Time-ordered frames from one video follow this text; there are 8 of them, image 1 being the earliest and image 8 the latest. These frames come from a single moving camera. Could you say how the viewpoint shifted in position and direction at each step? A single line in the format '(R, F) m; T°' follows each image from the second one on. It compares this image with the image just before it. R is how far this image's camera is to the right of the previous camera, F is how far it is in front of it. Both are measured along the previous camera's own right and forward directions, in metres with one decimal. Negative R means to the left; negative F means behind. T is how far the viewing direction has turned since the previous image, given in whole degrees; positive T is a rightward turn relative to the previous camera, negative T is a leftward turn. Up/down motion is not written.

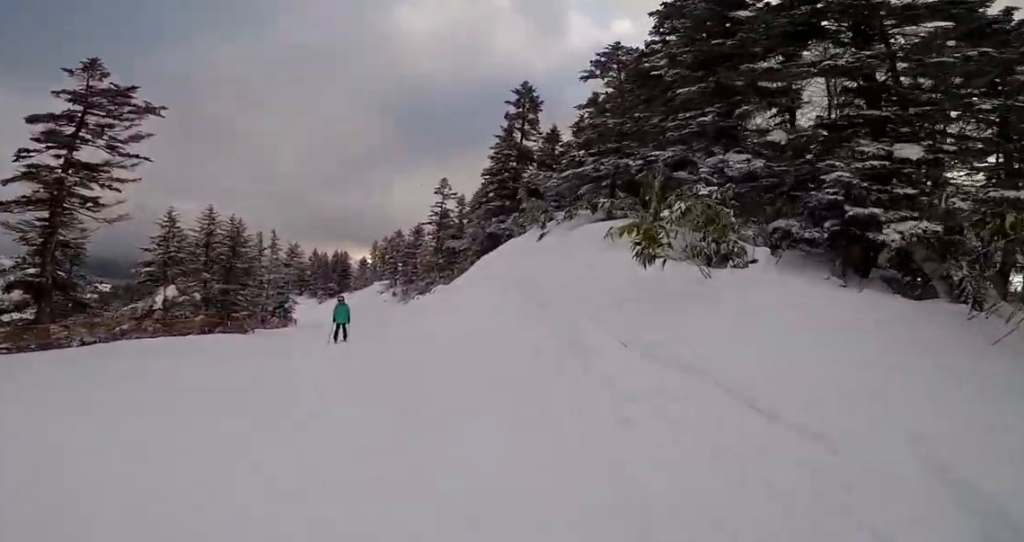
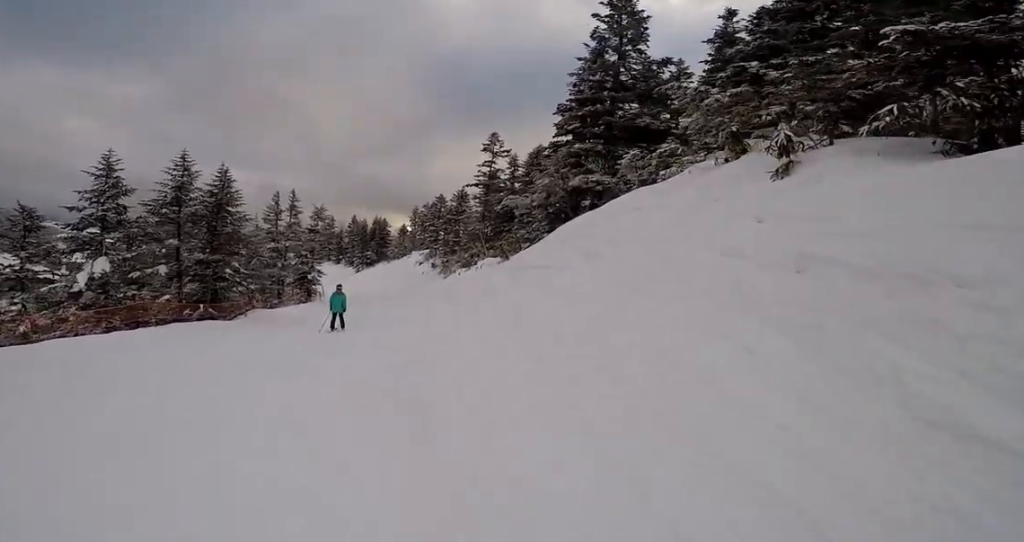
(+0.1, +6.8) m; -11°
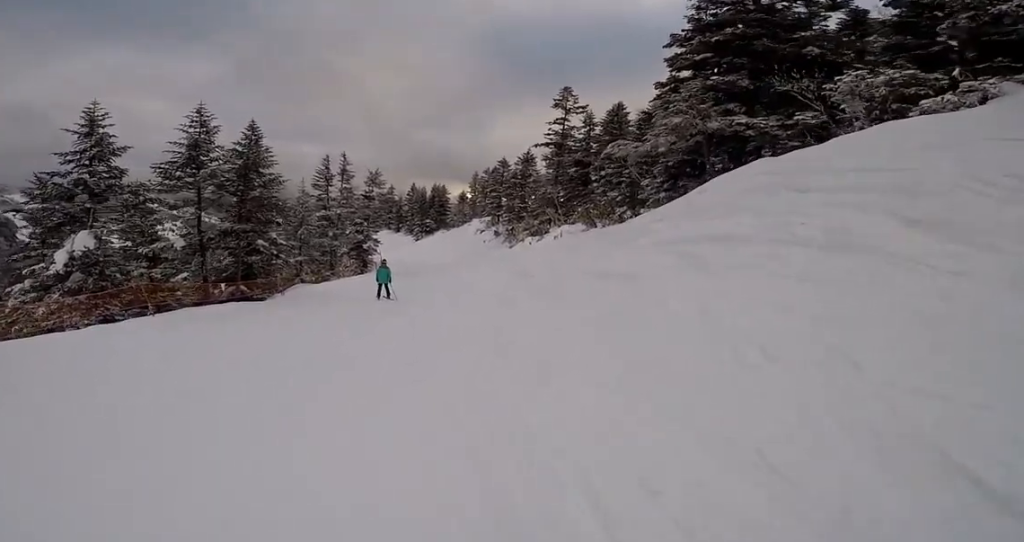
(-1.2, +4.7) m; -12°
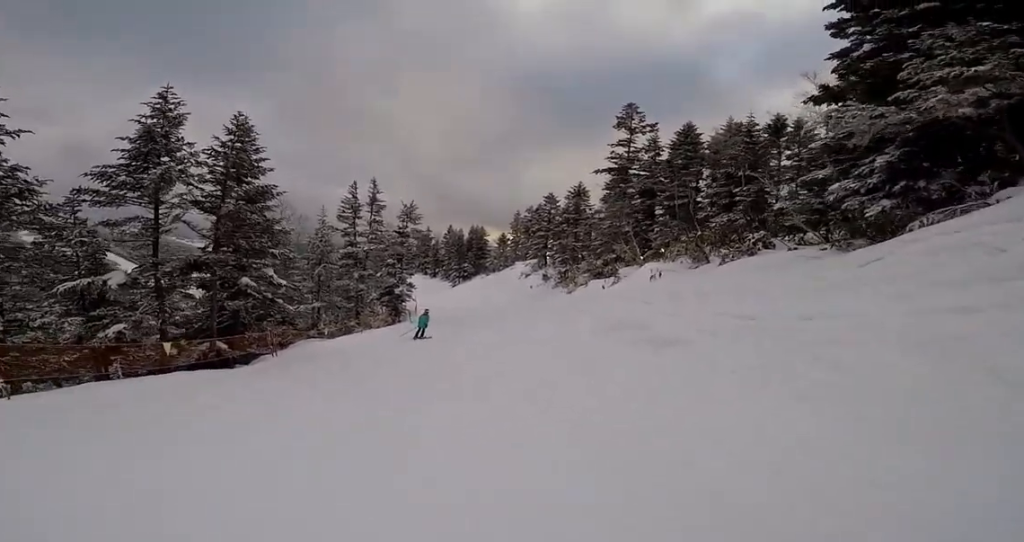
(+1.1, +5.8) m; +20°
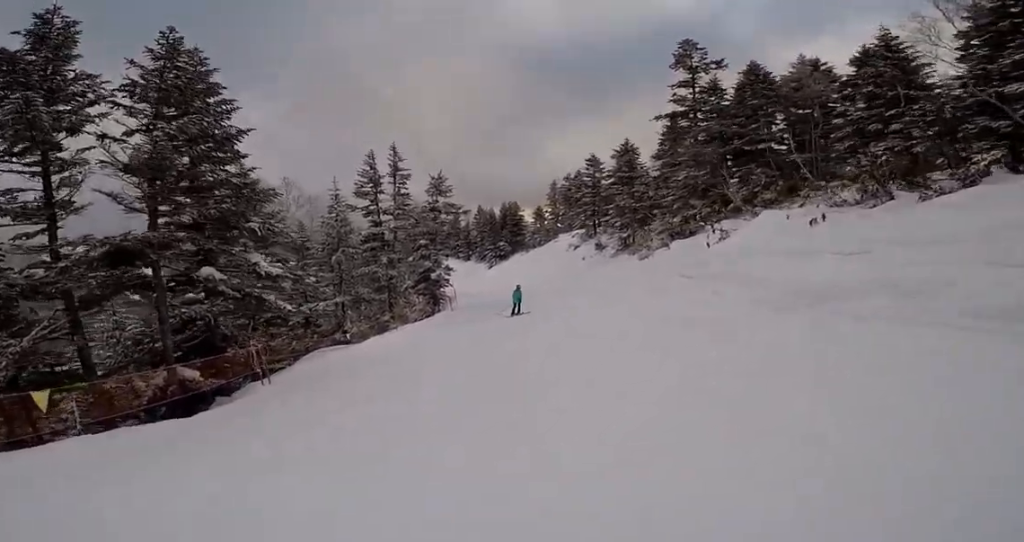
(+0.3, +4.6) m; +2°
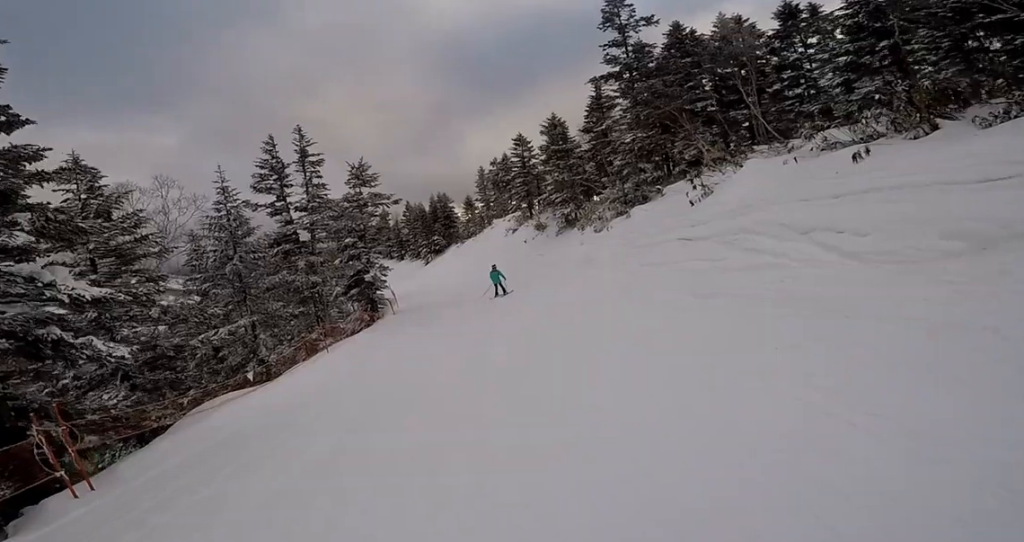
(-0.7, +3.8) m; -1°
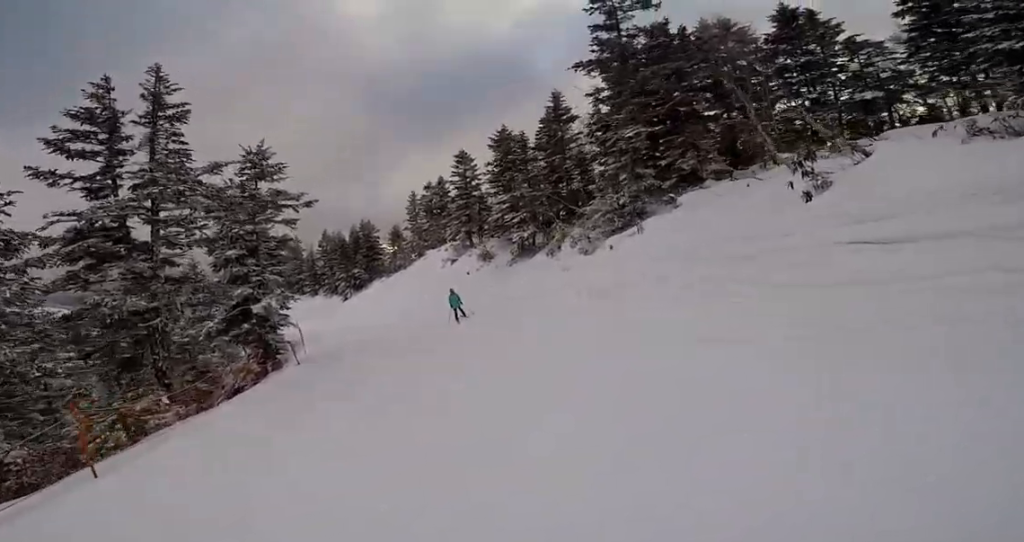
(+1.3, +6.7) m; +10°
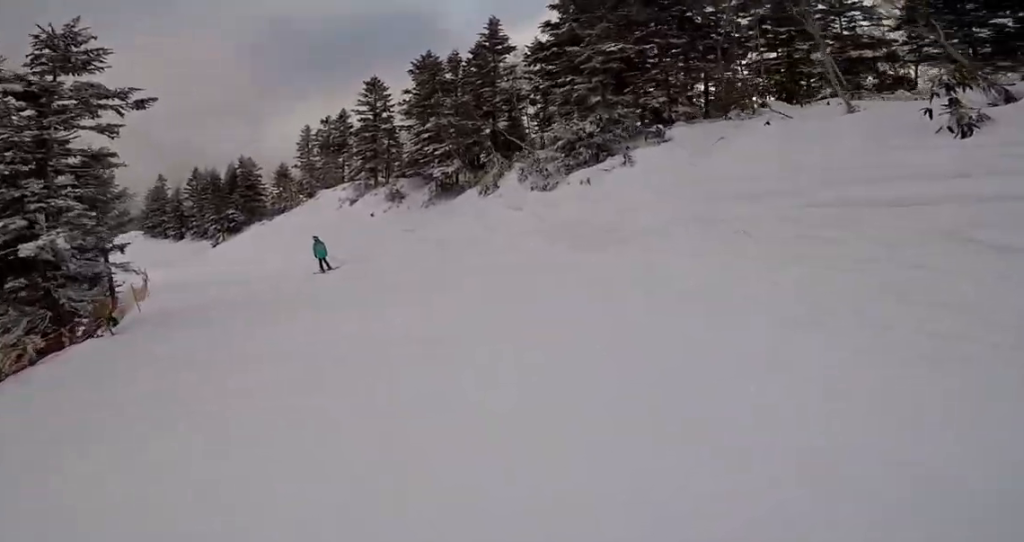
(+0.1, +4.2) m; -5°
